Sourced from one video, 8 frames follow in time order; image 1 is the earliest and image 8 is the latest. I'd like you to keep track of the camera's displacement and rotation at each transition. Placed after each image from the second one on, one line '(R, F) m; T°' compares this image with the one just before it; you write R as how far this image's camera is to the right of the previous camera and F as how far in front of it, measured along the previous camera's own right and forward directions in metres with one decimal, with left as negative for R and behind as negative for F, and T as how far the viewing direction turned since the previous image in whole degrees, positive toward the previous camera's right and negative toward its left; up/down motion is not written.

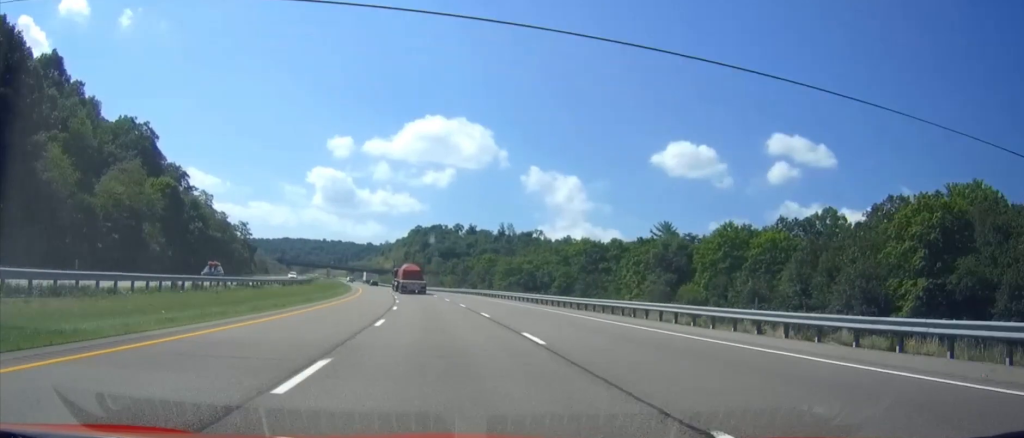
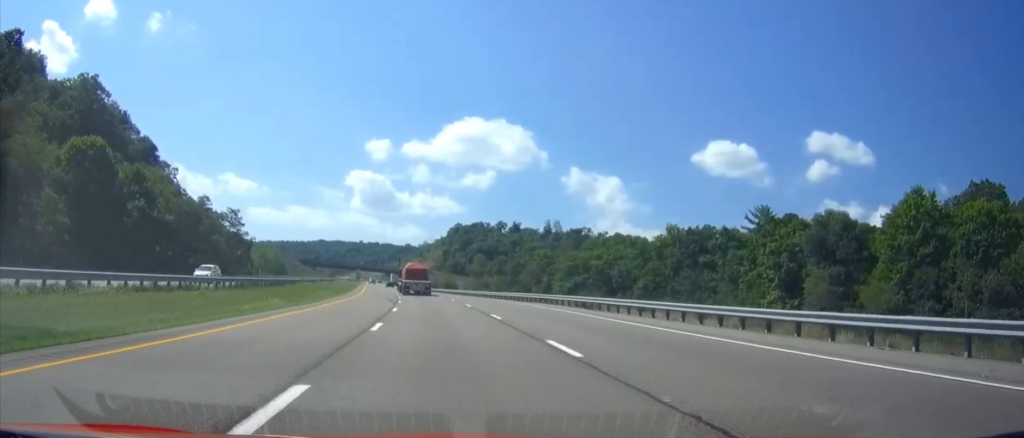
(-1.1, +39.6) m; -3°
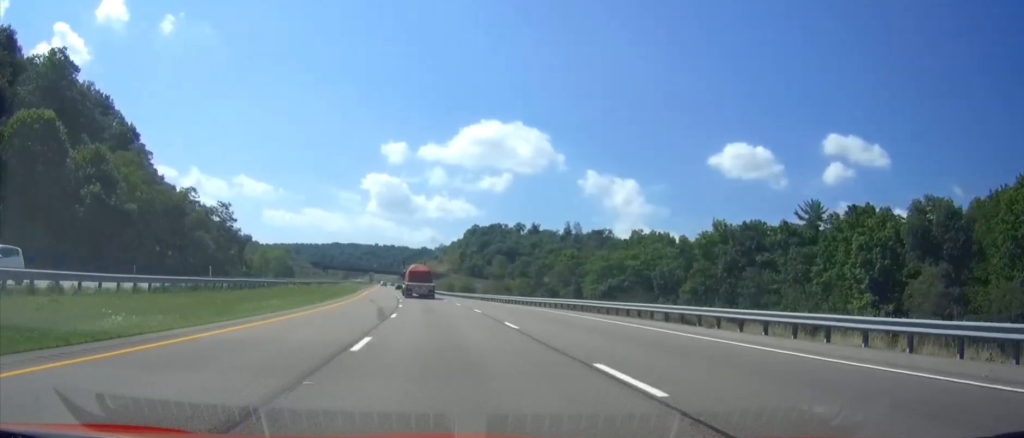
(0.0, +16.5) m; -1°
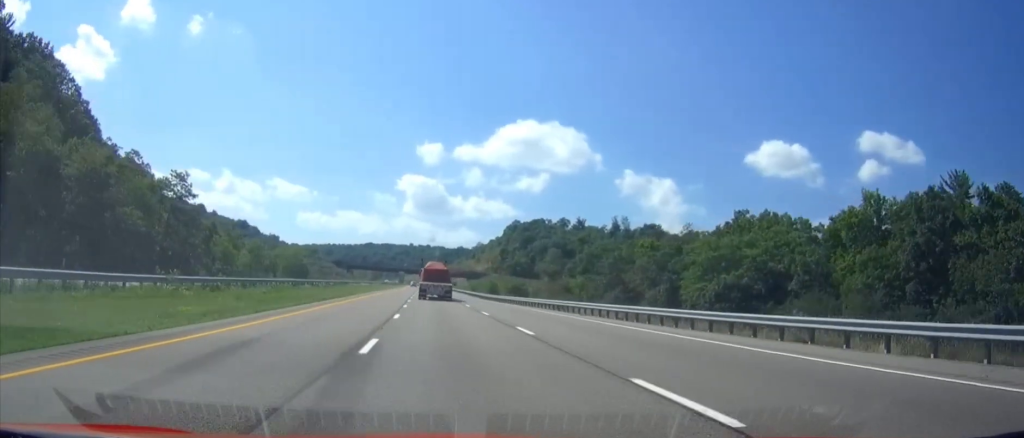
(-1.2, +38.2) m; -3°
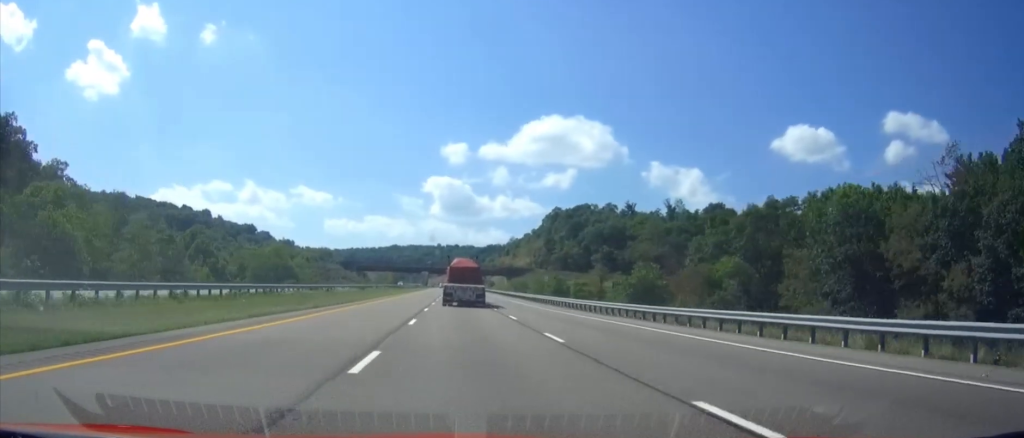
(-1.5, +63.2) m; -2°
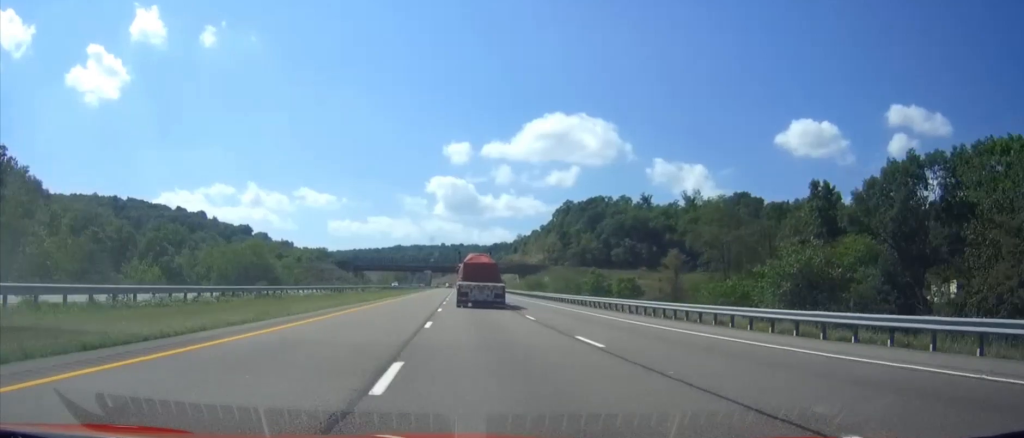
(-0.2, +26.1) m; 0°
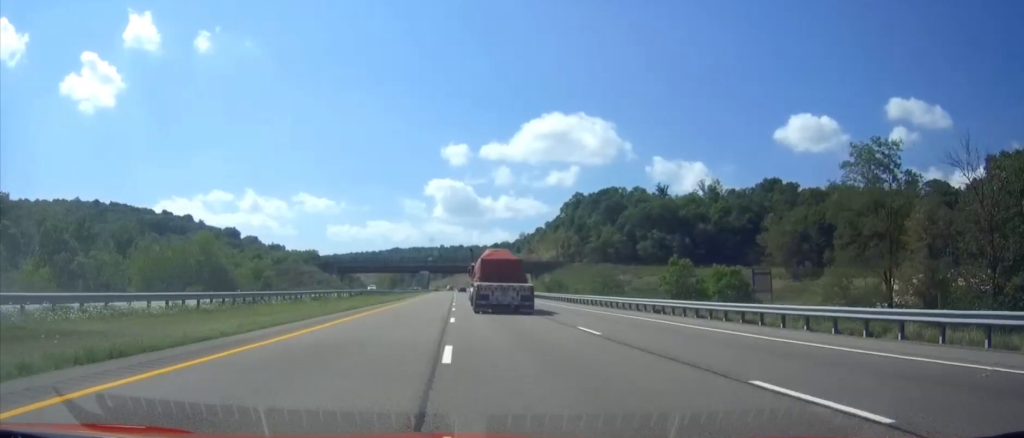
(-0.1, +33.7) m; 0°
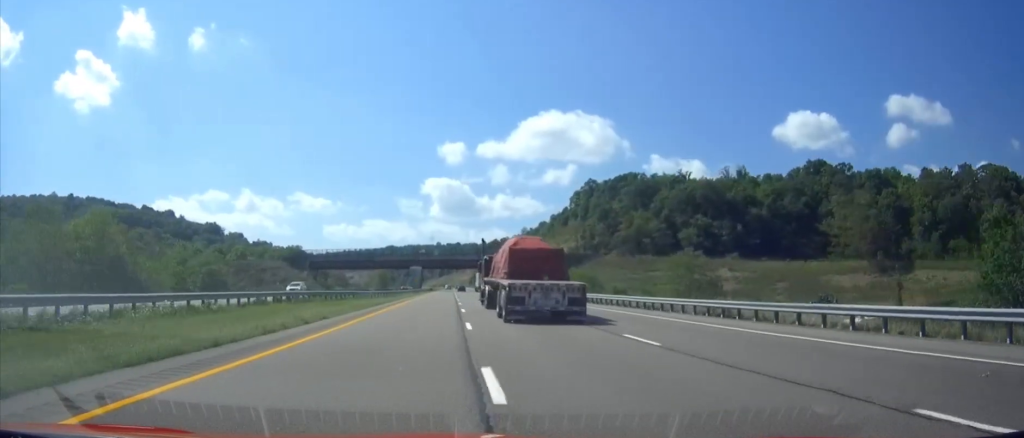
(+0.1, +40.1) m; 0°
